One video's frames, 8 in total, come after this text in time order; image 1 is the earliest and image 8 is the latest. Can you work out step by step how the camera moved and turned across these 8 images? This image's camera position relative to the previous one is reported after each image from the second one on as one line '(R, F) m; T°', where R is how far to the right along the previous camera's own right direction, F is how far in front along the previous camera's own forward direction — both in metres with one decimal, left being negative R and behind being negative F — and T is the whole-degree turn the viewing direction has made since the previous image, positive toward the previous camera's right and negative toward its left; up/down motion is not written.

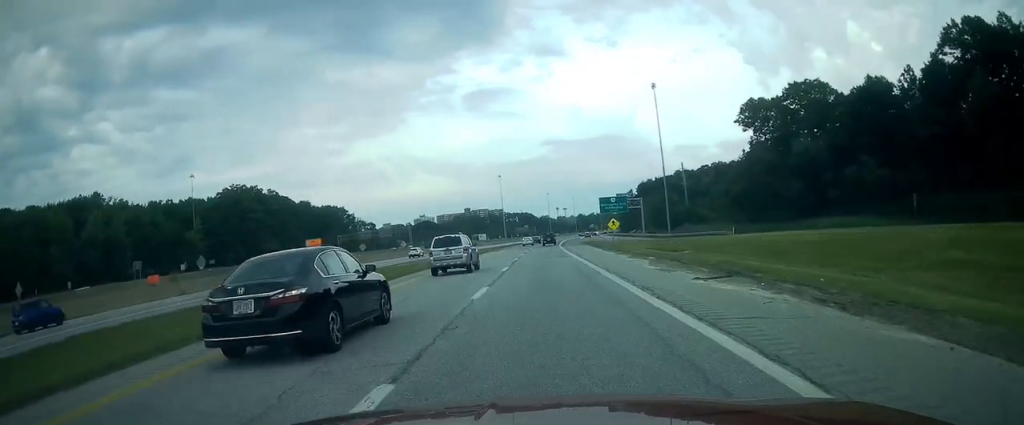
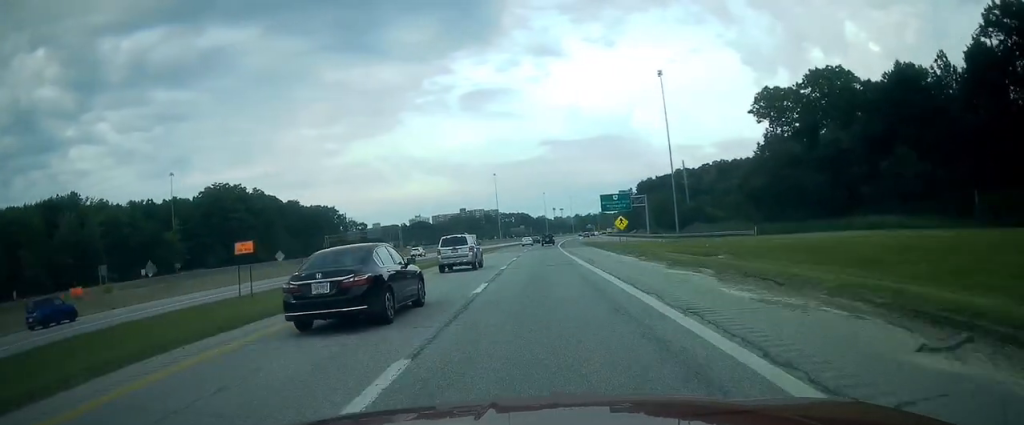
(0.0, +11.2) m; +1°
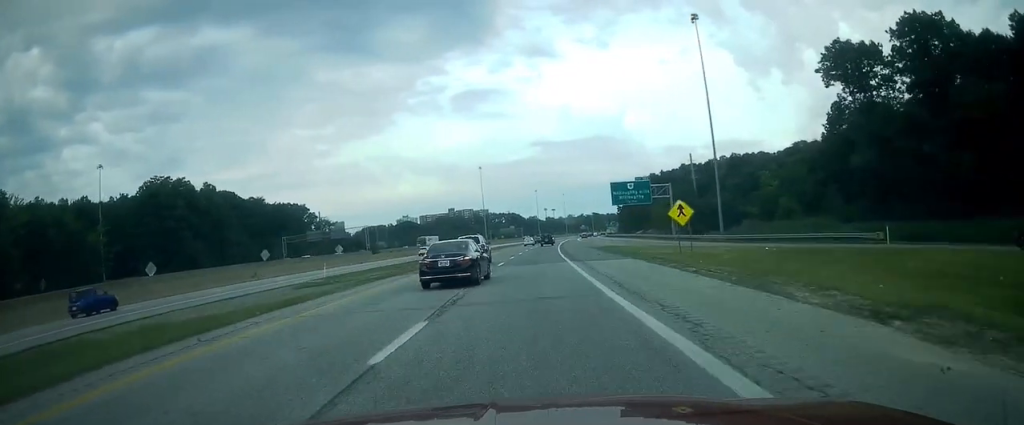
(+0.3, +32.4) m; 0°
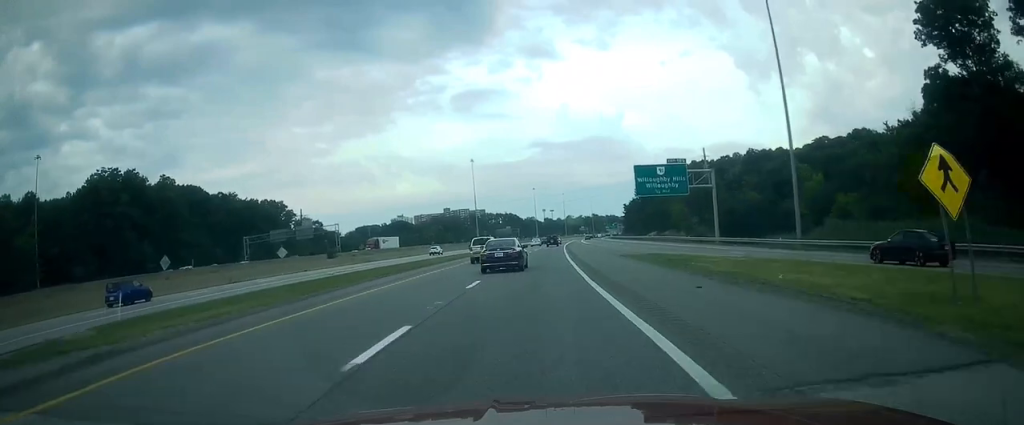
(-0.2, +26.0) m; +1°
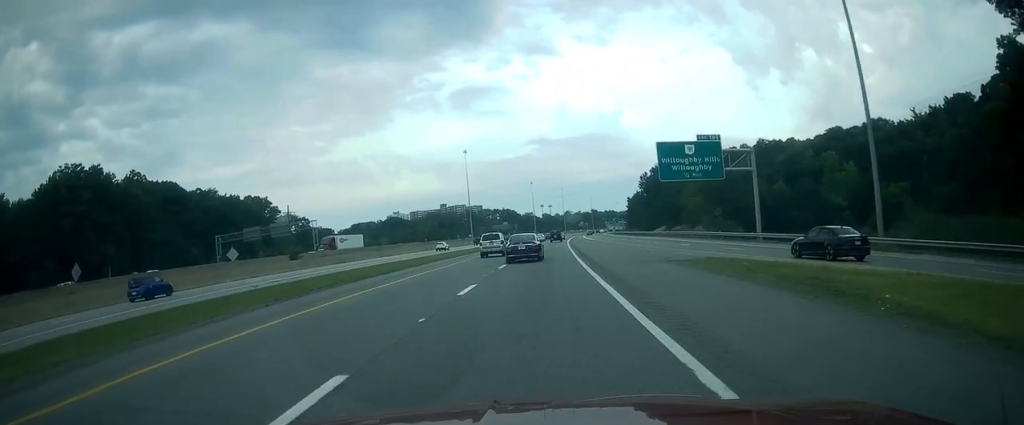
(+0.3, +14.9) m; +1°
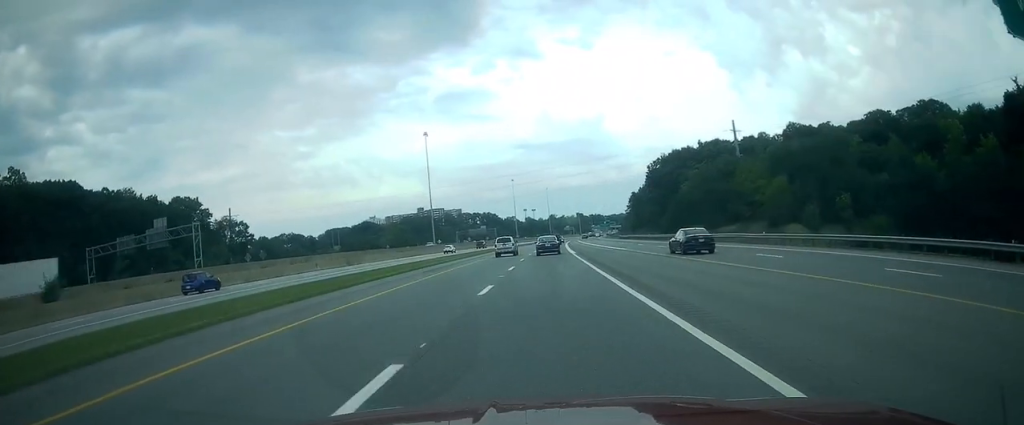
(+0.2, +48.6) m; 0°
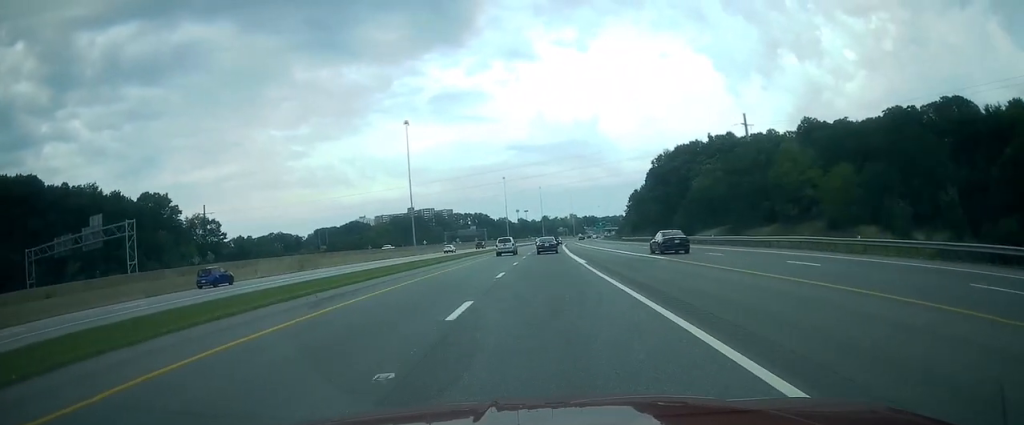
(-0.2, +16.9) m; 0°
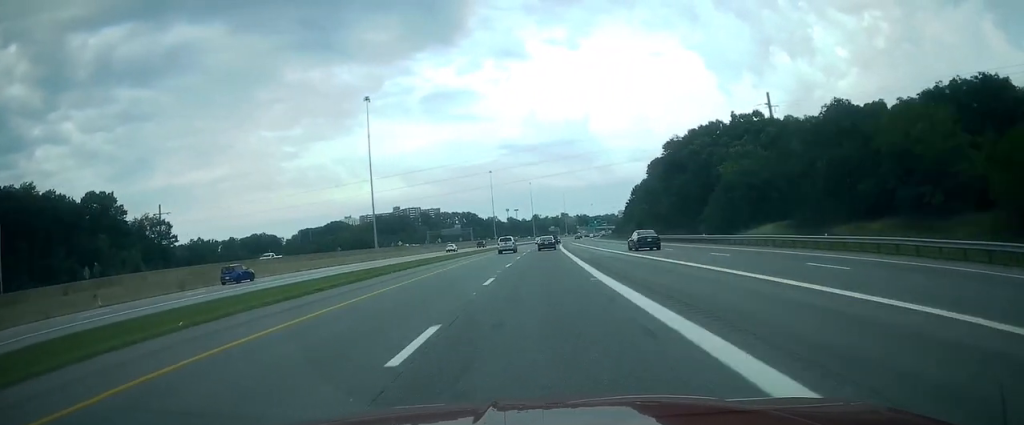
(+0.6, +28.1) m; +2°
